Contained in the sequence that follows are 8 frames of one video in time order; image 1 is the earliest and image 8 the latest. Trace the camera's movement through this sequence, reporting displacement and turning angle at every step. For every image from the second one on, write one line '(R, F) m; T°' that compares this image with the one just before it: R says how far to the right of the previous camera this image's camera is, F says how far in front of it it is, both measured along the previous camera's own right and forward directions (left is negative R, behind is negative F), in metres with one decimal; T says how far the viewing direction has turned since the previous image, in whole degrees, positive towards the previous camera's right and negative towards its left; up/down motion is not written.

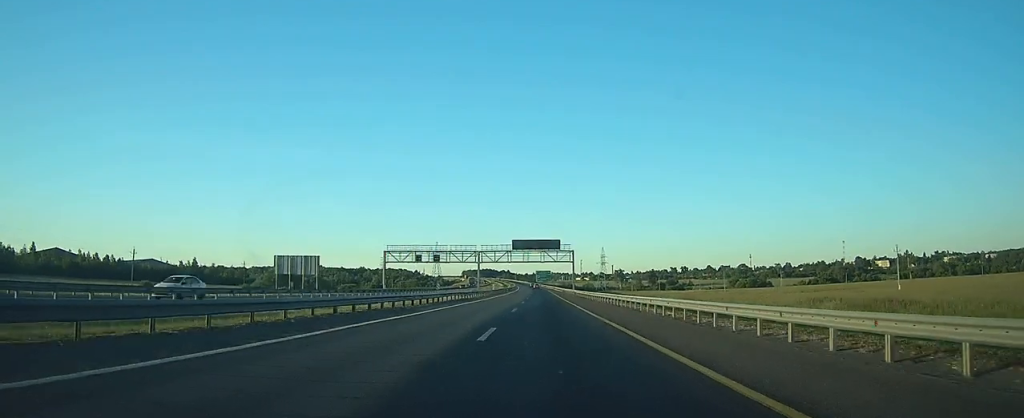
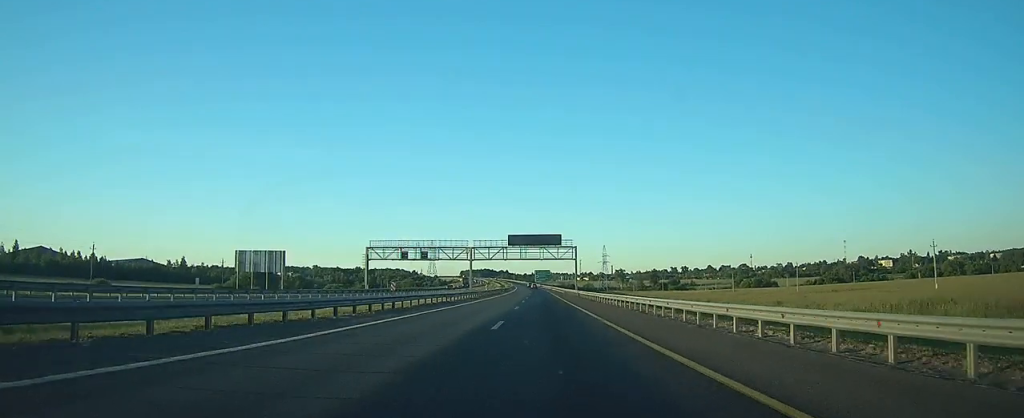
(0.0, +11.9) m; 0°
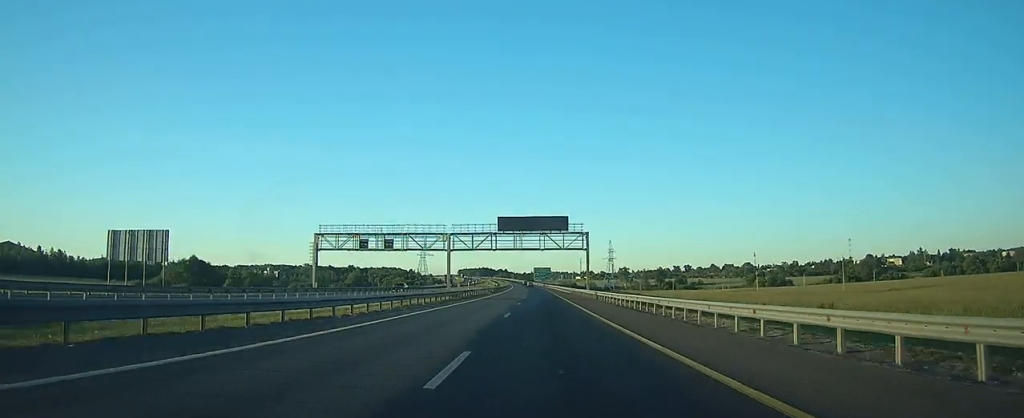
(0.0, +25.8) m; 0°
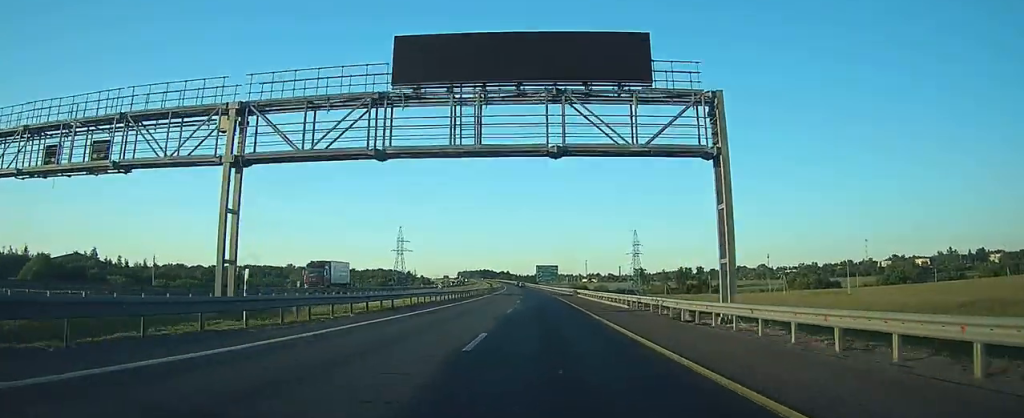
(+0.1, +59.2) m; 0°
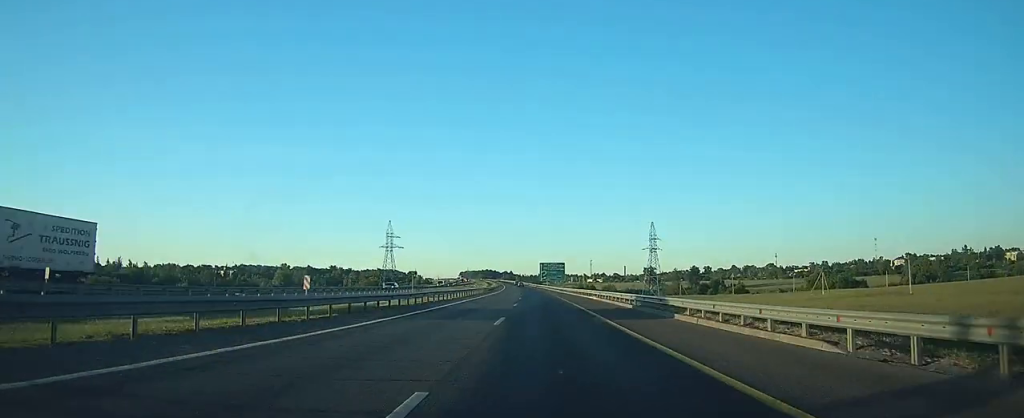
(-0.1, +24.4) m; 0°
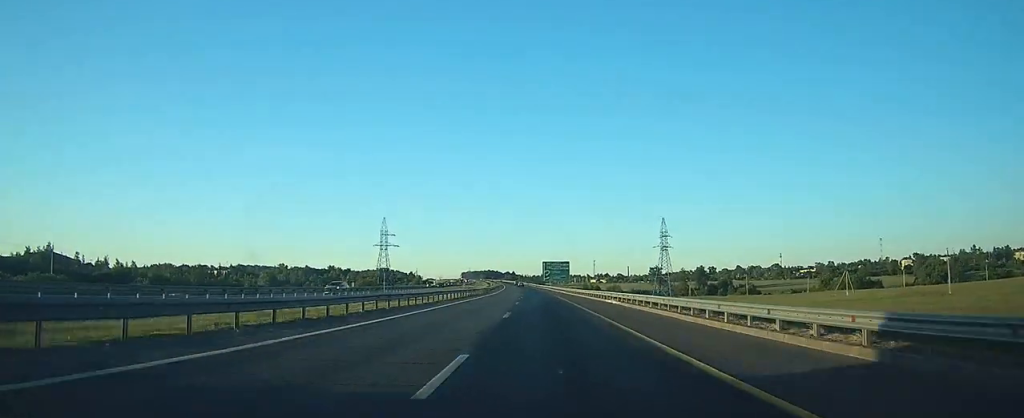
(0.0, +12.2) m; 0°
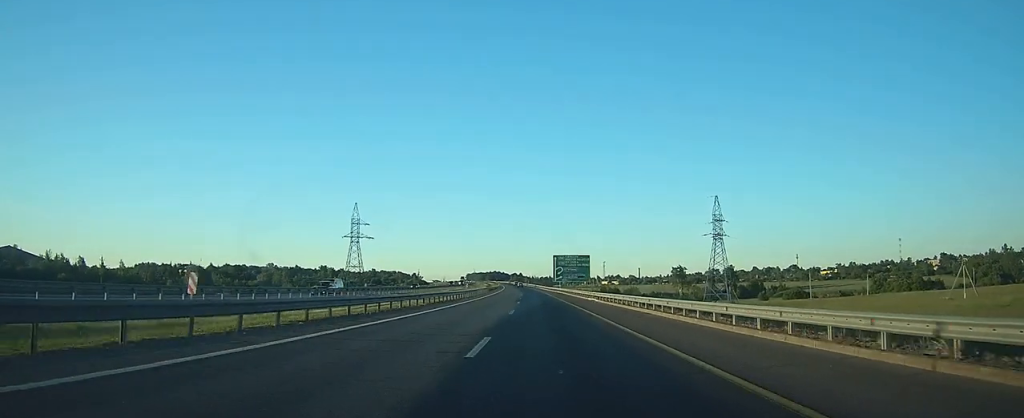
(-0.2, +44.1) m; 0°
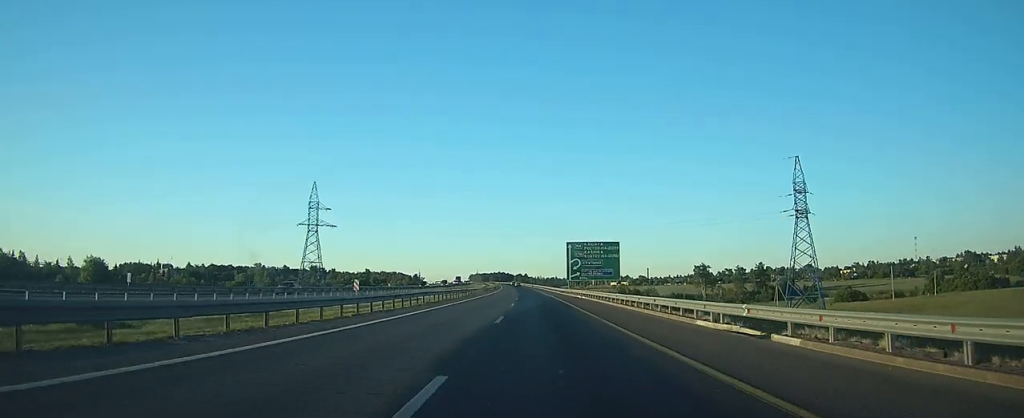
(-0.2, +38.1) m; -1°
